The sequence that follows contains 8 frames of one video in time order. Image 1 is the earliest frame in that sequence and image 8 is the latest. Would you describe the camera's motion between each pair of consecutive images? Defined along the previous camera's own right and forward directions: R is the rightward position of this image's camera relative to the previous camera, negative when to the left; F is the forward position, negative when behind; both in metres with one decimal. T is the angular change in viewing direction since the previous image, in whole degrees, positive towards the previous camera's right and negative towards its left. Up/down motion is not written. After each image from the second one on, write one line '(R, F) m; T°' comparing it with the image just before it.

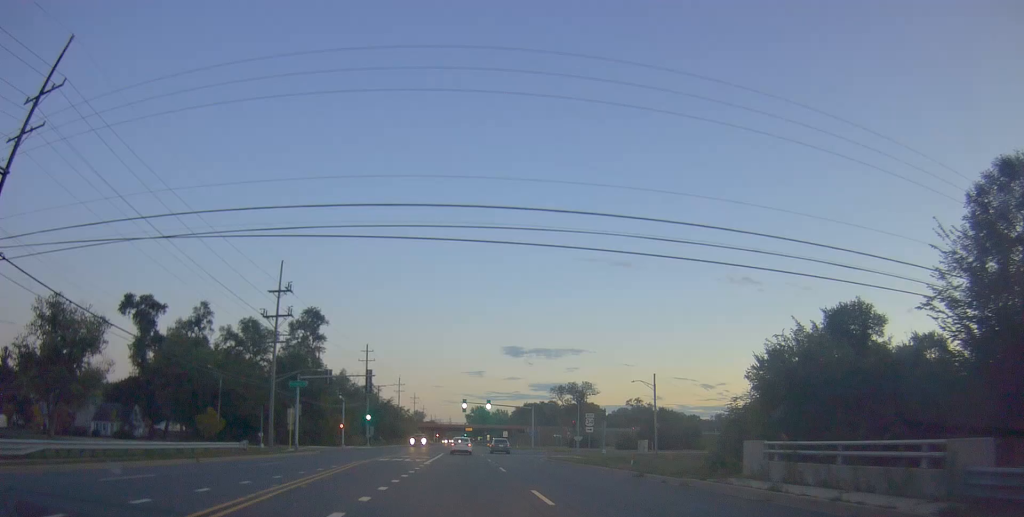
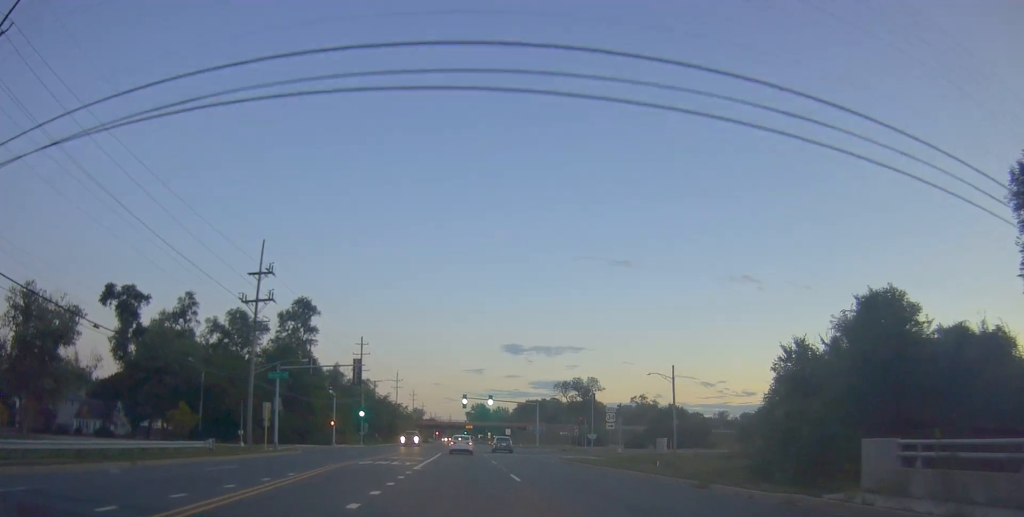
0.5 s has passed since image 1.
(+0.4, +6.5) m; 0°
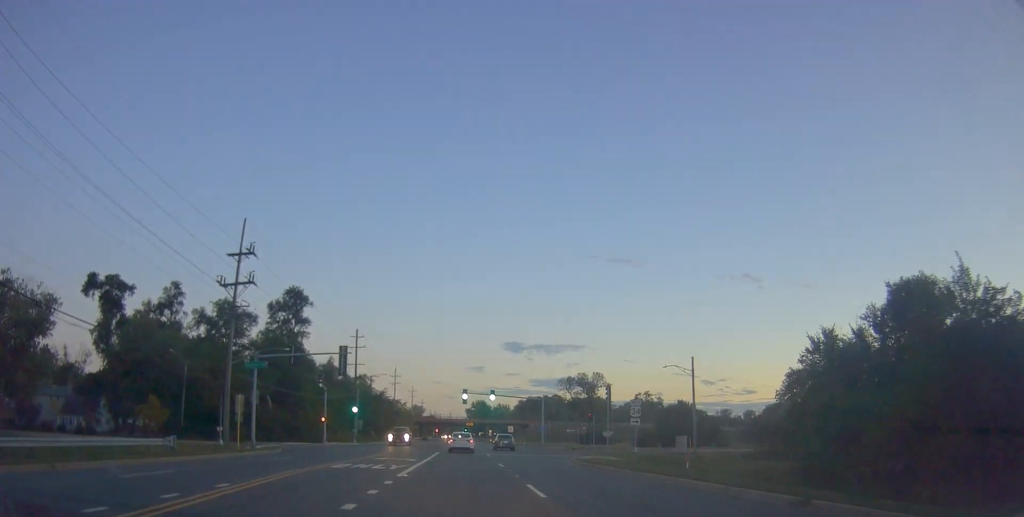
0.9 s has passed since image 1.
(+0.1, +5.8) m; 0°
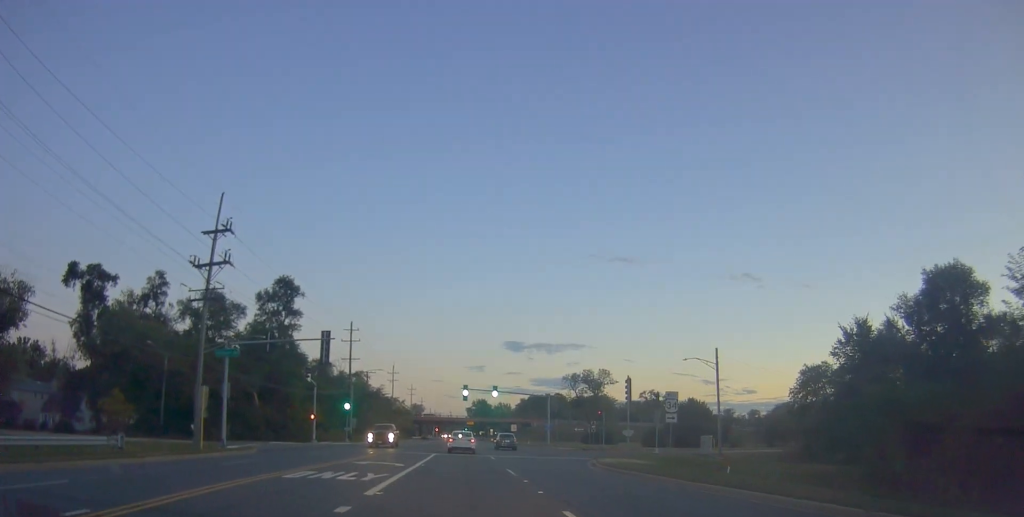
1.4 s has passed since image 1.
(-0.4, +5.7) m; 0°
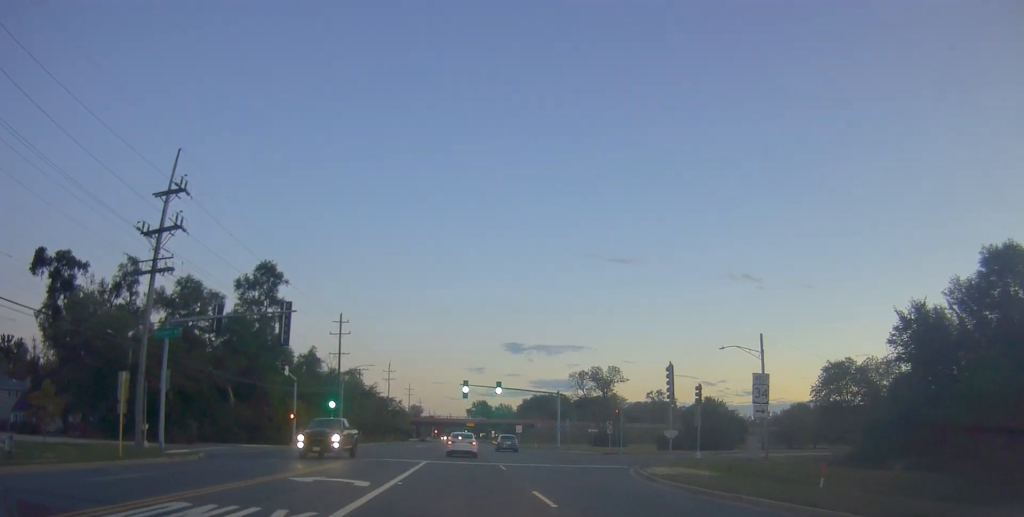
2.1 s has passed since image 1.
(-0.1, +8.4) m; 0°
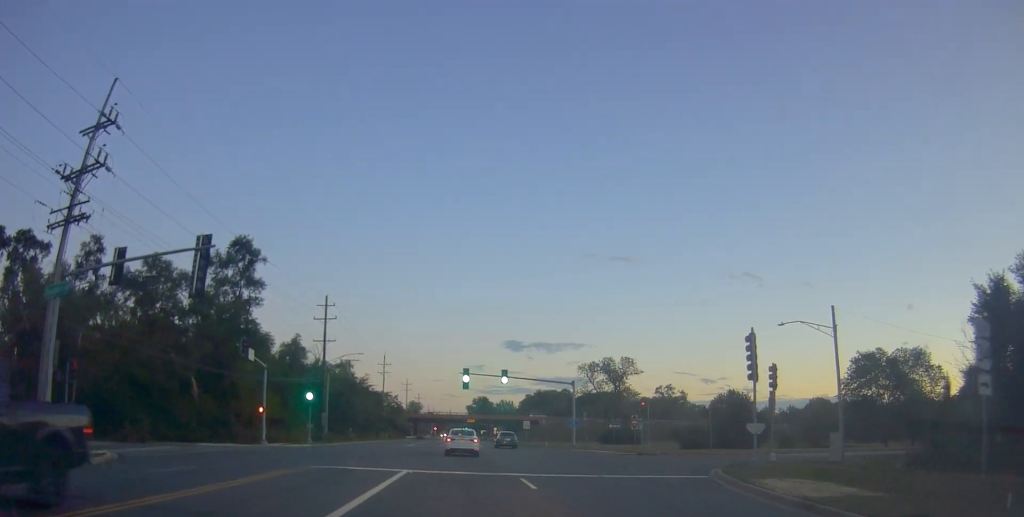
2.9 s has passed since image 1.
(+0.4, +9.1) m; +1°
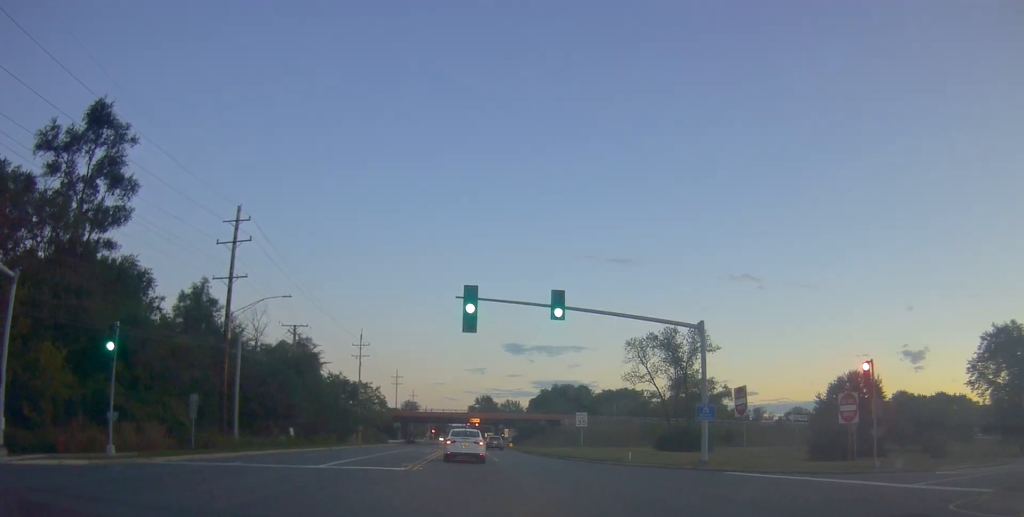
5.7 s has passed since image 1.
(-1.0, +31.4) m; -2°
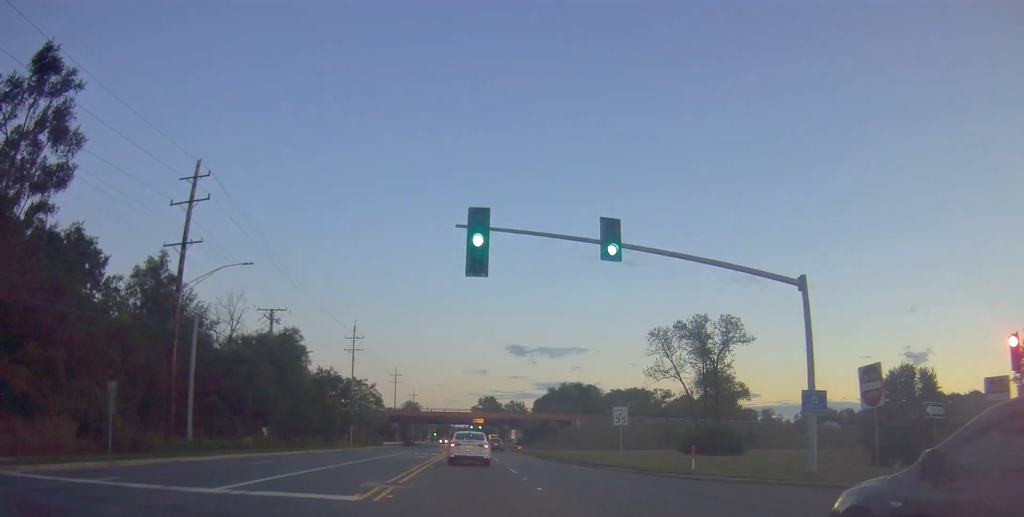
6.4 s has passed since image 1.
(+0.5, +8.8) m; +1°
